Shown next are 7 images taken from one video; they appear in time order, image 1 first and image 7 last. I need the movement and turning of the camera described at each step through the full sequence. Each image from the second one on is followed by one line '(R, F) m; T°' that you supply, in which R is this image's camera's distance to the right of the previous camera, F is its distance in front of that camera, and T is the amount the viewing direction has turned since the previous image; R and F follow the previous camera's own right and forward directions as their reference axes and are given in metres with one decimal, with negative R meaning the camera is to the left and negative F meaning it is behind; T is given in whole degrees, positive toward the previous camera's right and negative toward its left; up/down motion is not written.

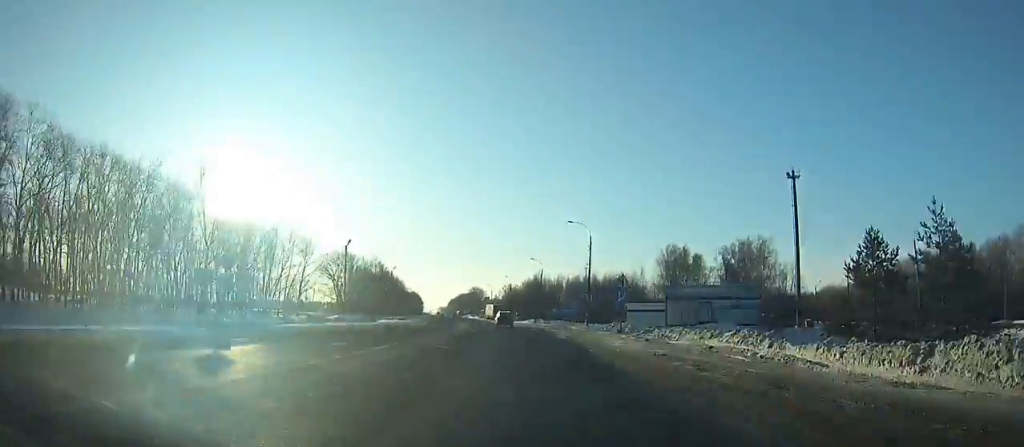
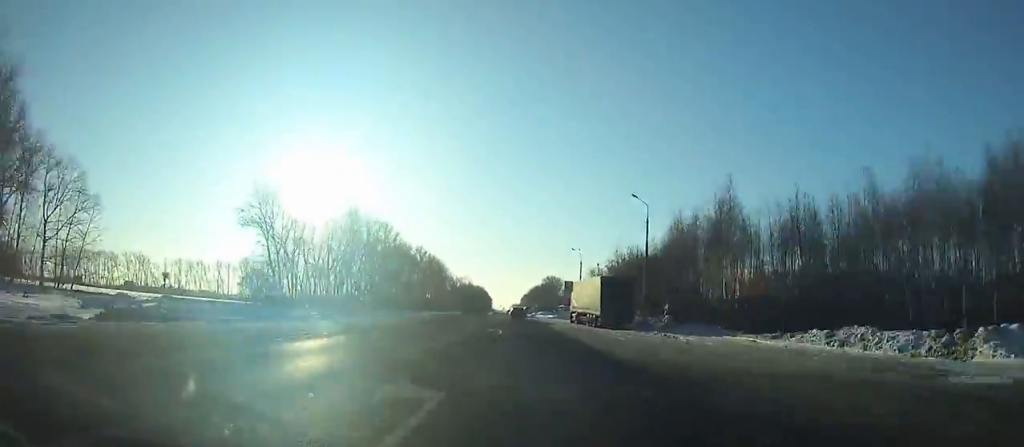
(-6.0, +102.3) m; -6°
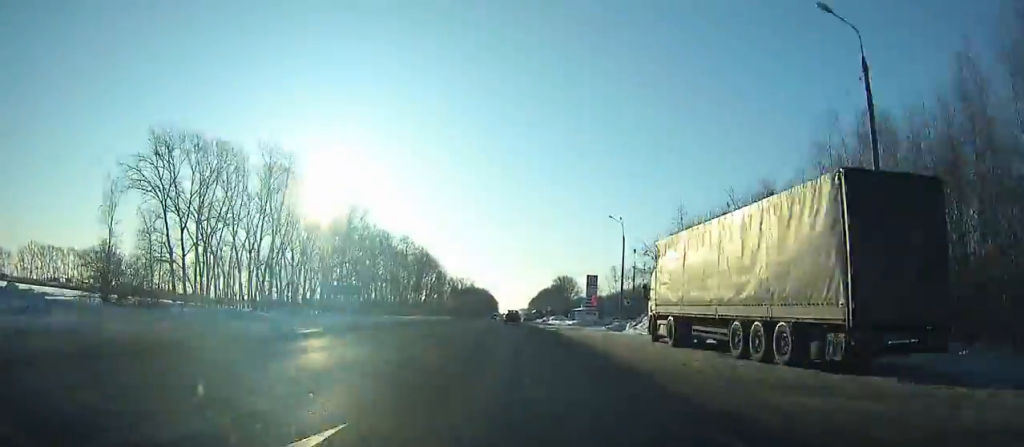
(-0.4, +33.8) m; -1°
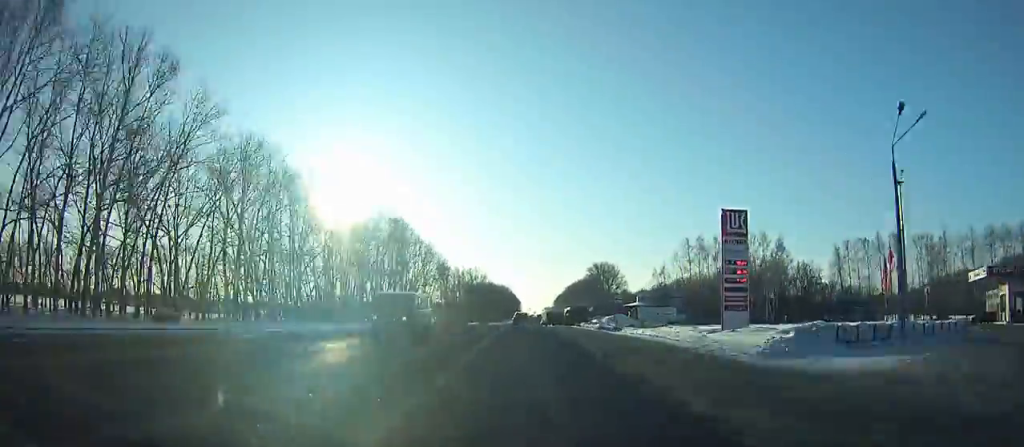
(-1.2, +64.4) m; -1°
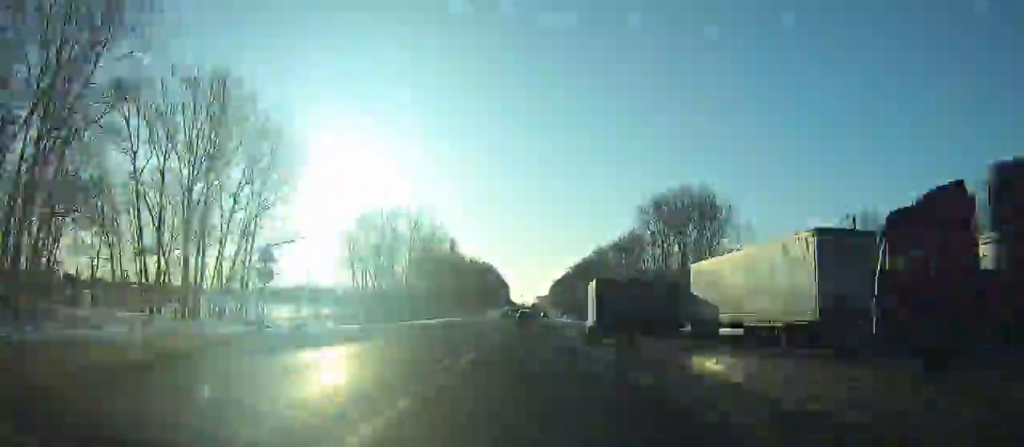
(-0.3, +110.4) m; 0°
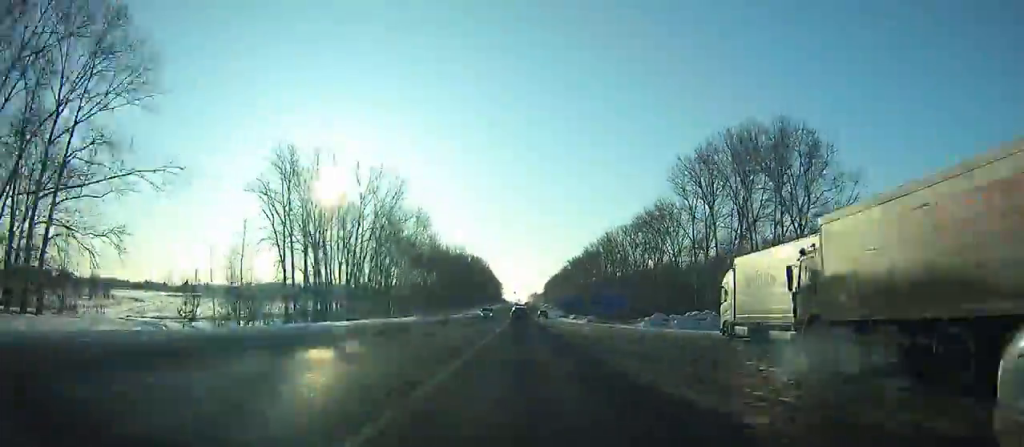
(-0.1, +31.3) m; 0°
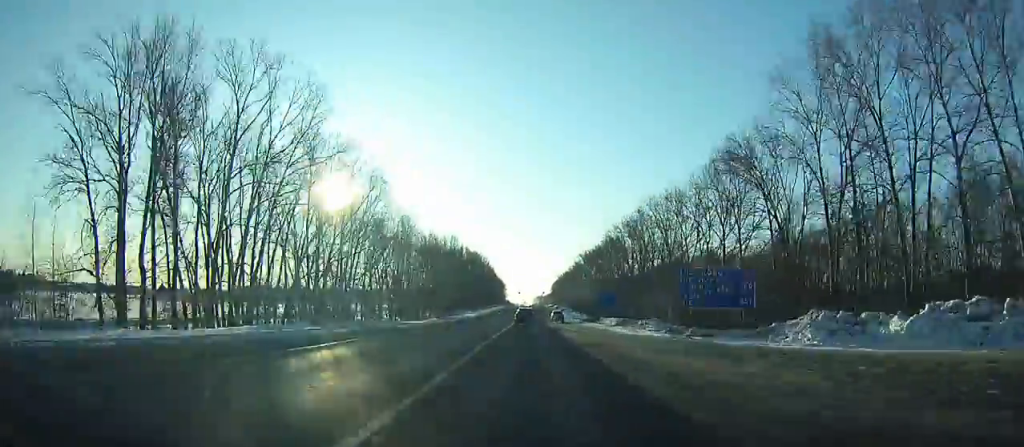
(+0.3, +38.3) m; 0°
